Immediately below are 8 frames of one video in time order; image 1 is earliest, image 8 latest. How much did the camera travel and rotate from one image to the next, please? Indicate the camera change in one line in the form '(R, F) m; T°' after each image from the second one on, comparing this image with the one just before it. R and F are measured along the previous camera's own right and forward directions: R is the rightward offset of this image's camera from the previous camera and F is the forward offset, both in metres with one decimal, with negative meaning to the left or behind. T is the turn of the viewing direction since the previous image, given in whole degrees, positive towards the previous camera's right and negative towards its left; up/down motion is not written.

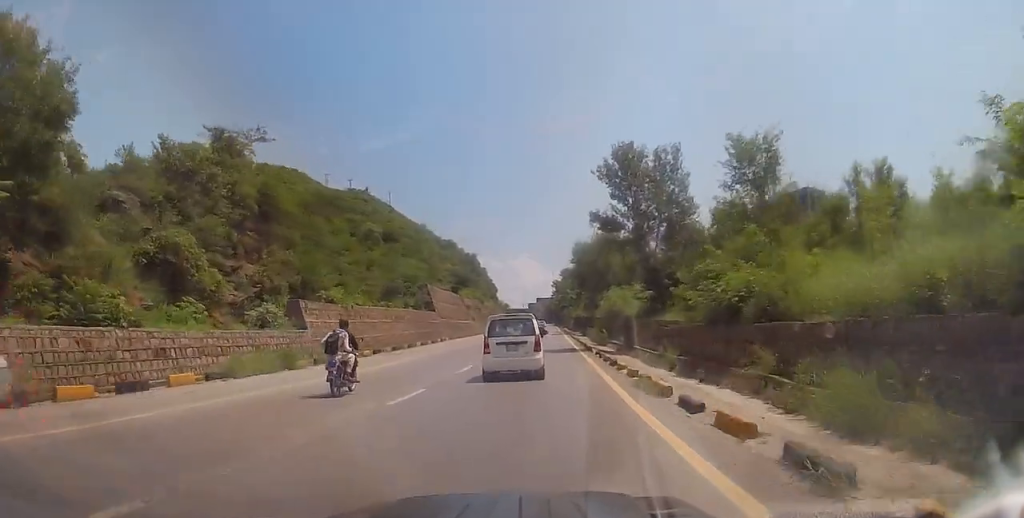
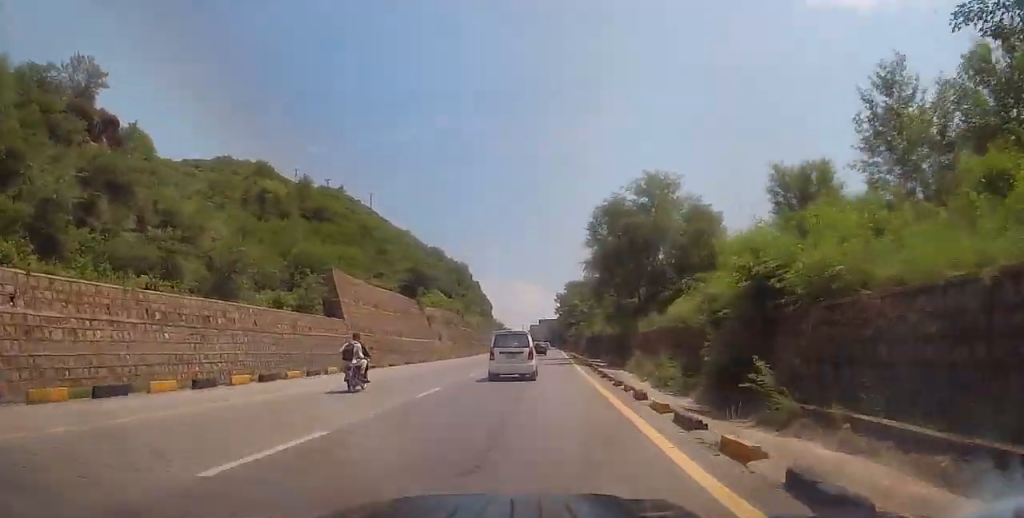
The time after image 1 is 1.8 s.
(-0.7, +32.1) m; -2°
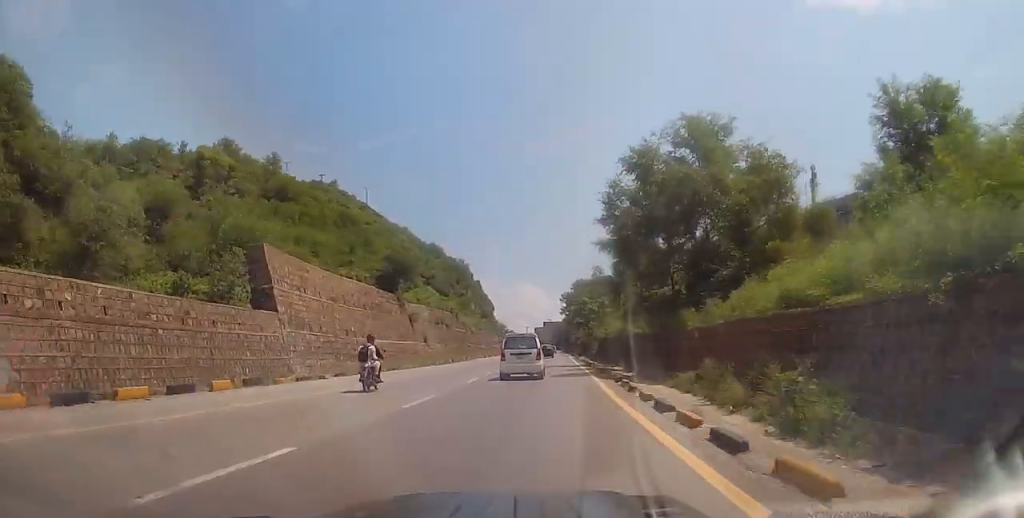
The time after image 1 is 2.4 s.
(-0.1, +10.6) m; 0°
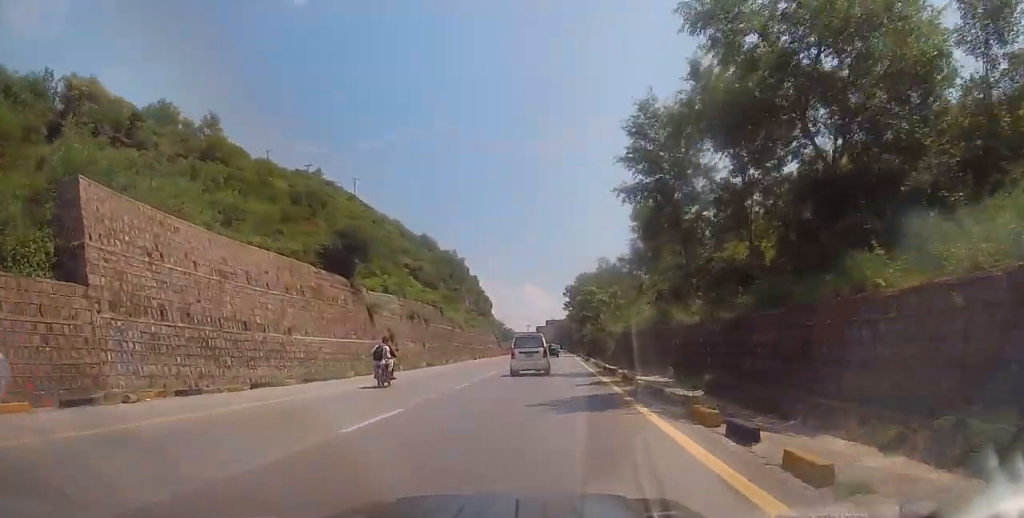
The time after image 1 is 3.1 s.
(+0.3, +13.3) m; 0°
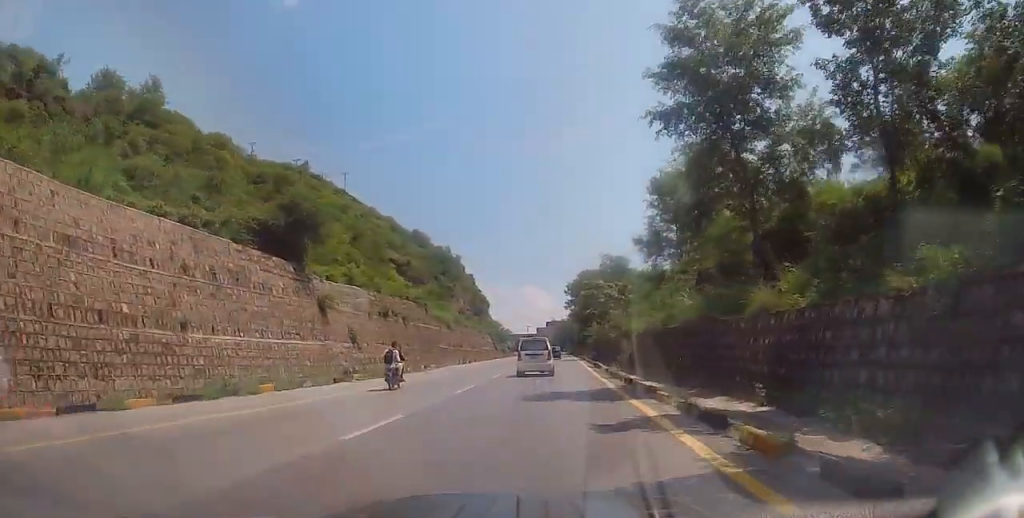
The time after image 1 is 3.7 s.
(-0.3, +9.1) m; -1°
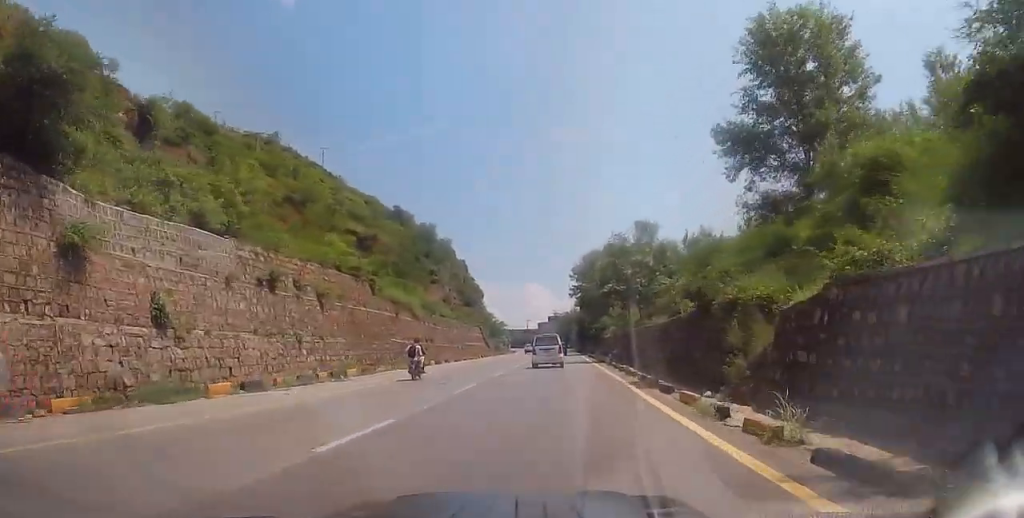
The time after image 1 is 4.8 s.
(-0.1, +19.5) m; 0°
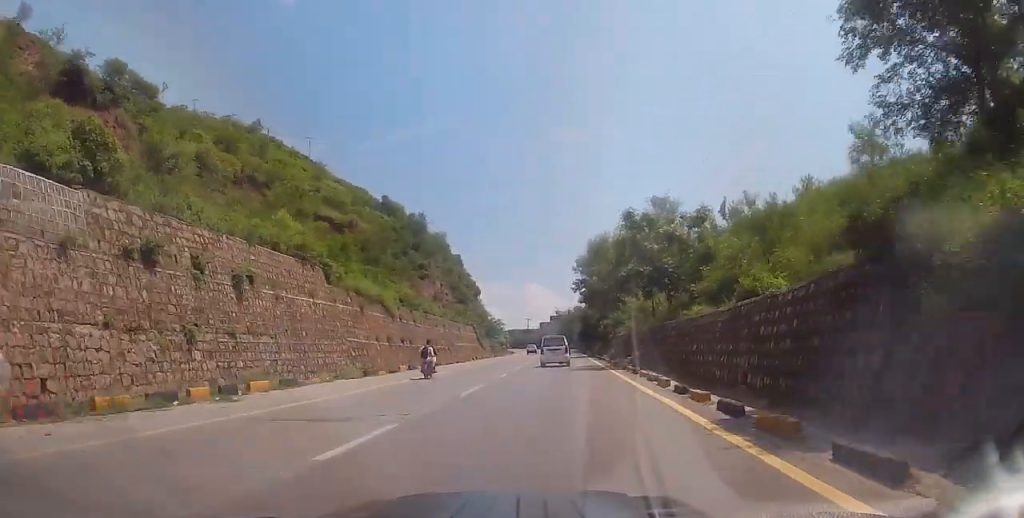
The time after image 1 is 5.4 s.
(0.0, +9.3) m; 0°
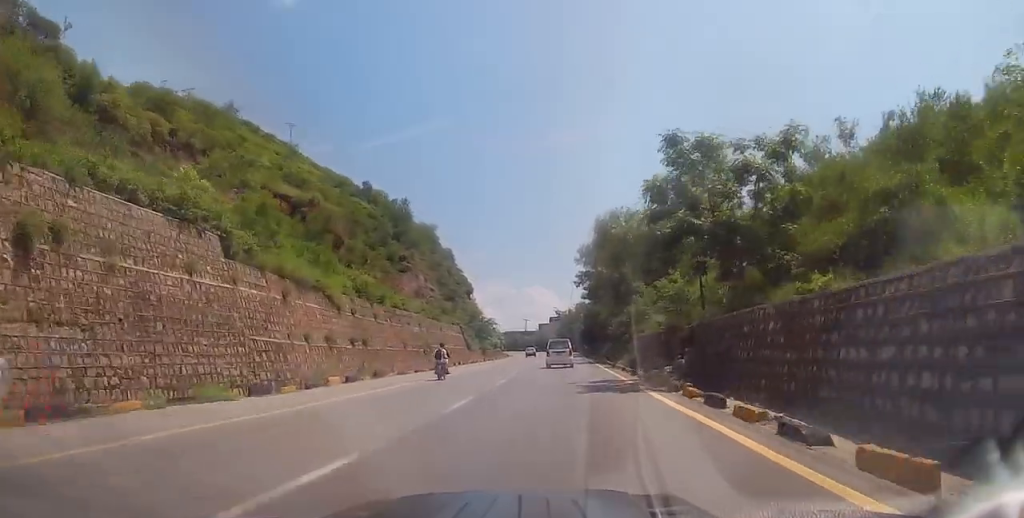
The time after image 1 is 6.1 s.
(0.0, +11.3) m; 0°
